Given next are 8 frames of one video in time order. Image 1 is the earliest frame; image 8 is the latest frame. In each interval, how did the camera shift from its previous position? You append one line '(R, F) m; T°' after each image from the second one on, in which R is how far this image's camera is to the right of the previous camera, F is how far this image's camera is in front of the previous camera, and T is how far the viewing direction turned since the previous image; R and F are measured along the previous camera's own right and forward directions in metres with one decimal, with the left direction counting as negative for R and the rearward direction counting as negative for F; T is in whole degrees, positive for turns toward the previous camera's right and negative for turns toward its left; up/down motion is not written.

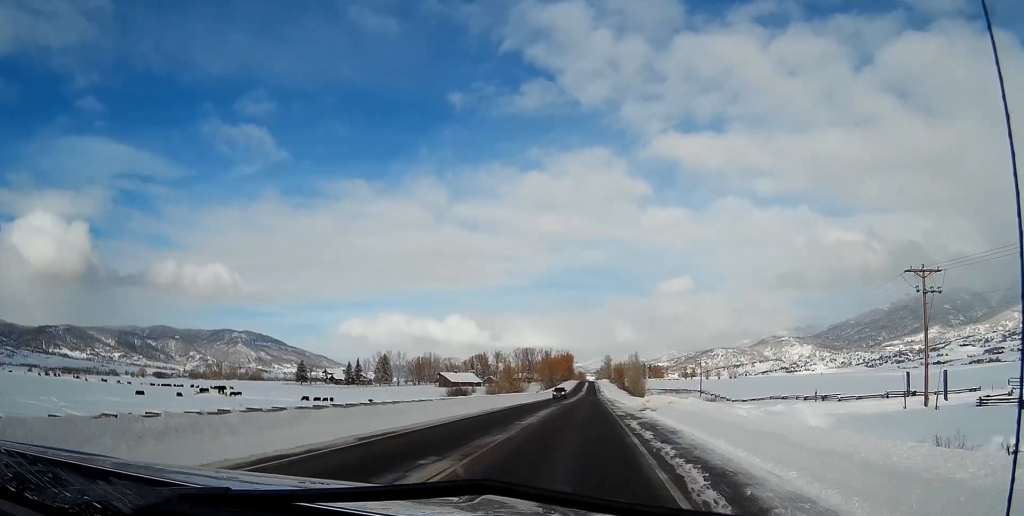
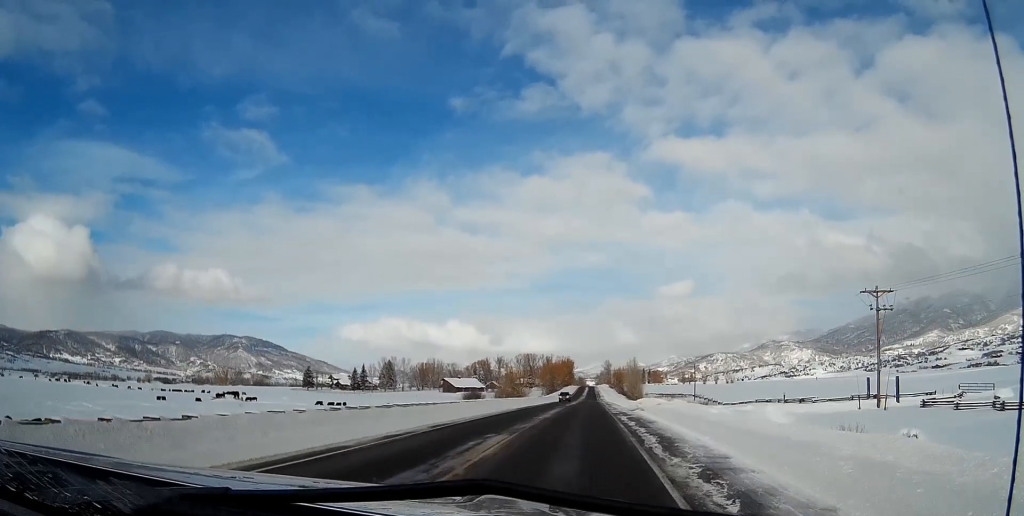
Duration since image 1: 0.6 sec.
(0.0, +15.1) m; 0°
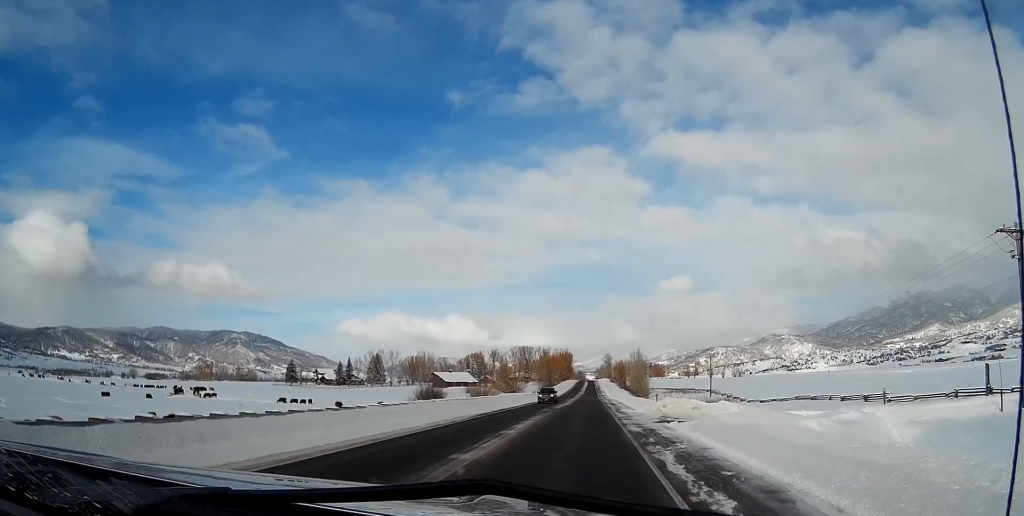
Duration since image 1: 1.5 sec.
(0.0, +21.4) m; 0°
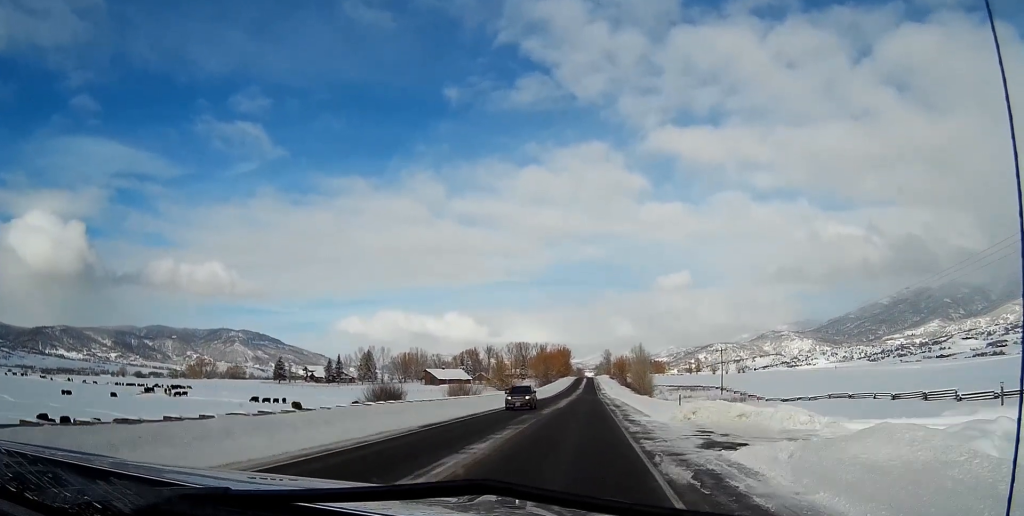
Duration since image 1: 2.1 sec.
(0.0, +12.7) m; 0°
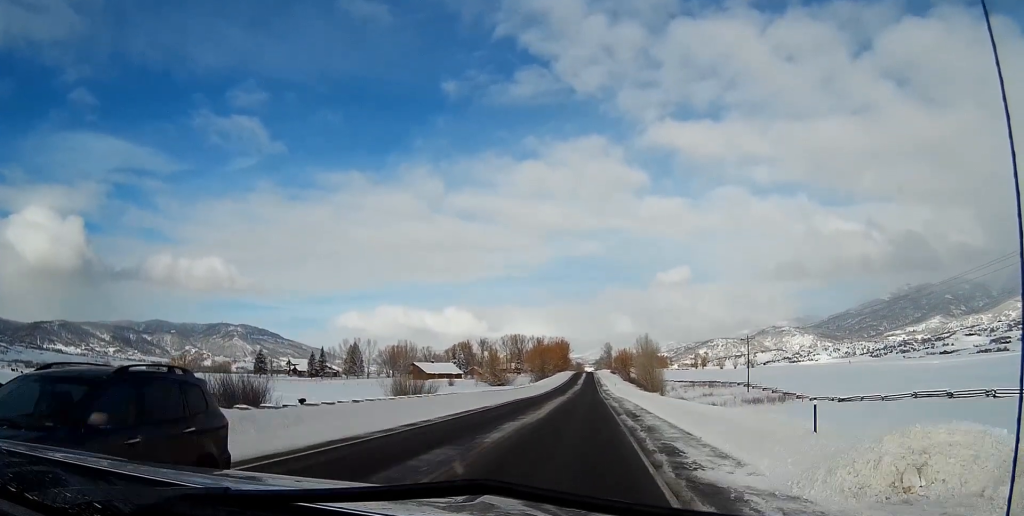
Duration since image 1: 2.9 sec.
(0.0, +20.8) m; 0°
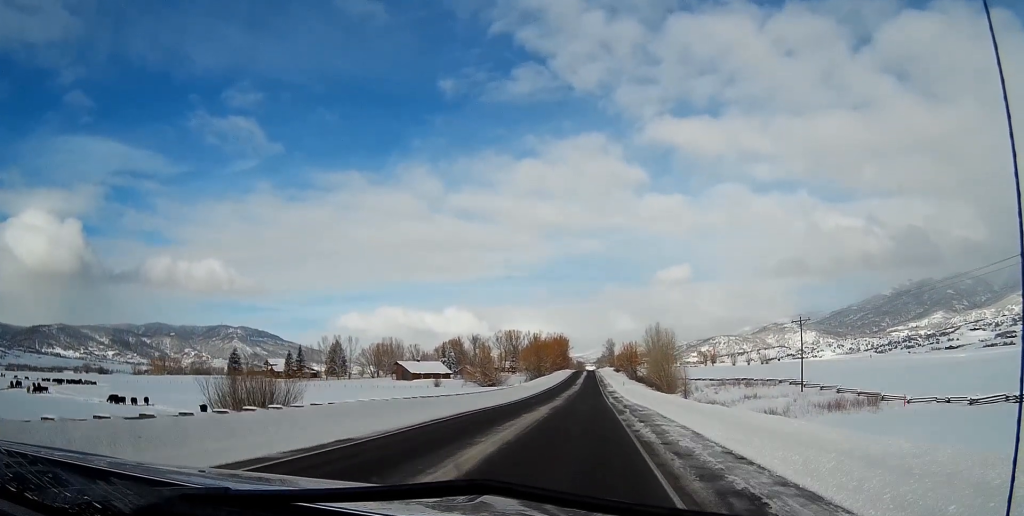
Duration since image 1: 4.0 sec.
(0.0, +25.7) m; 0°
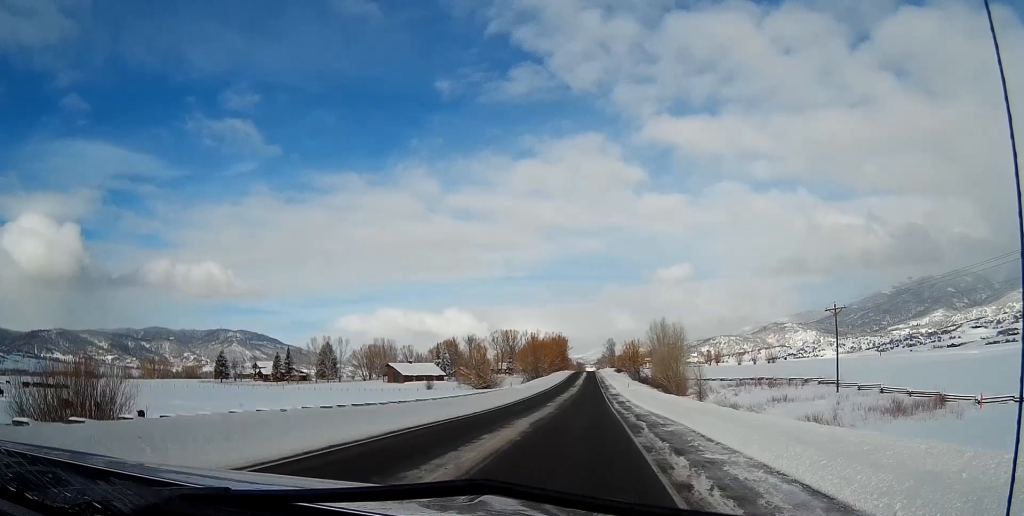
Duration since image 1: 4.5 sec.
(0.0, +11.4) m; 0°
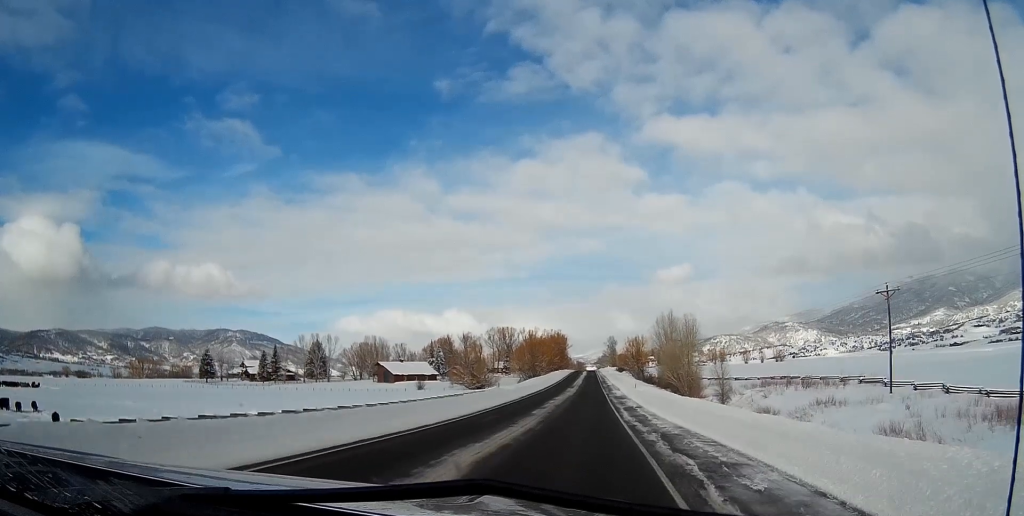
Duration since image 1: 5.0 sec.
(0.0, +12.3) m; 0°
